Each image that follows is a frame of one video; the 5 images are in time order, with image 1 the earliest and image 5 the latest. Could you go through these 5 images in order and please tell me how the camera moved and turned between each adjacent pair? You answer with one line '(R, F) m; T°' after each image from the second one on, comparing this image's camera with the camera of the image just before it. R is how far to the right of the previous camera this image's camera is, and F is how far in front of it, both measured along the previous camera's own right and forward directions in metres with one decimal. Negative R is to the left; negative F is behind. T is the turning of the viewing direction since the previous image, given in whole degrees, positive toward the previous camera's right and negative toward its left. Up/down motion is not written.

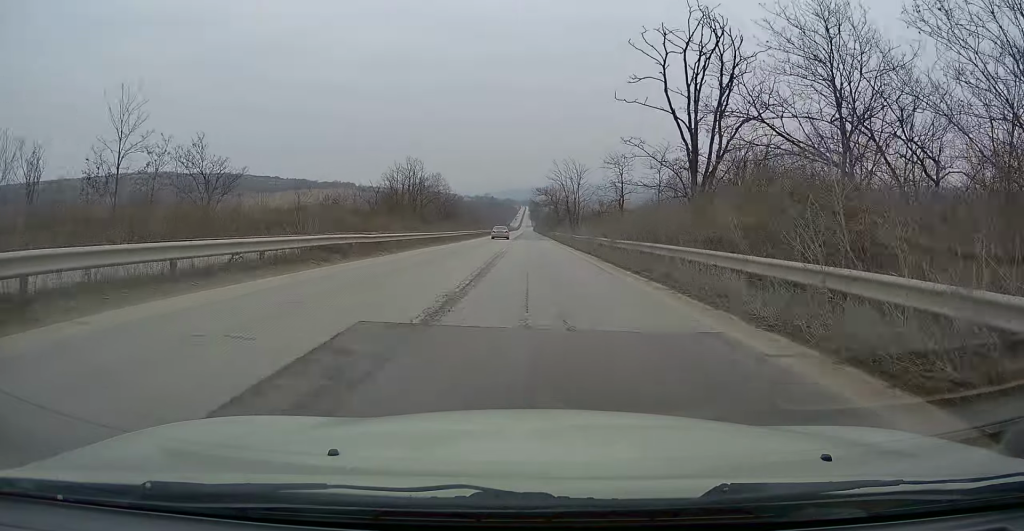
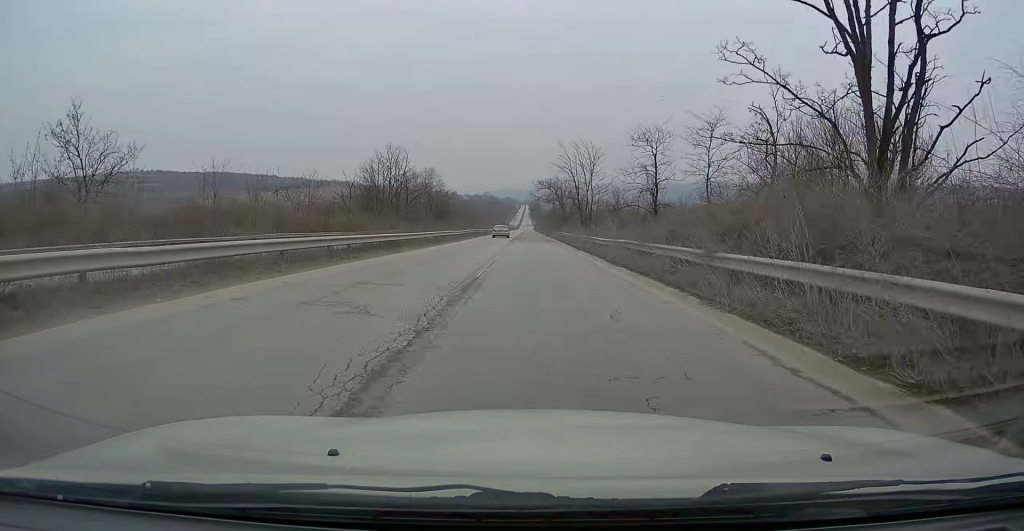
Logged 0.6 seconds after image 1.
(0.0, +14.0) m; 0°
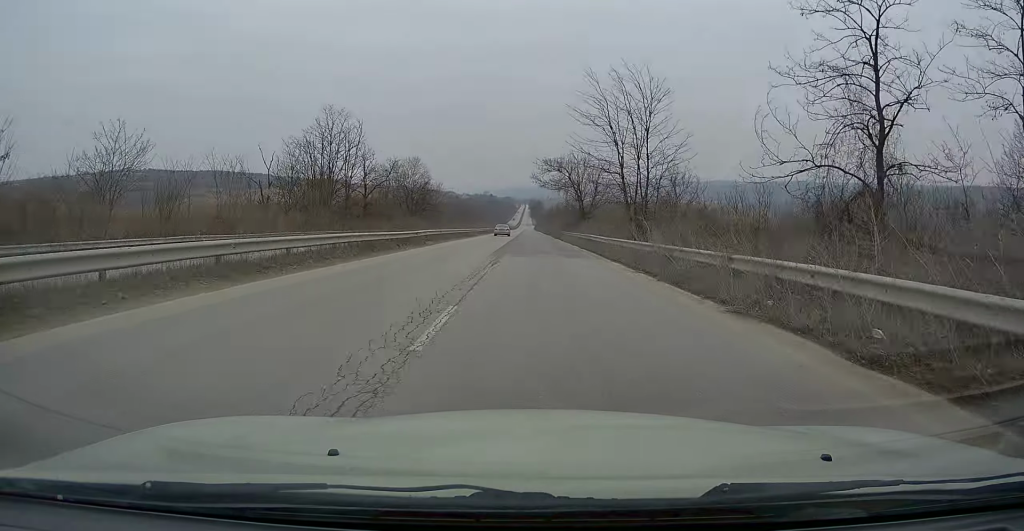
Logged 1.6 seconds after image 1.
(0.0, +26.4) m; 0°
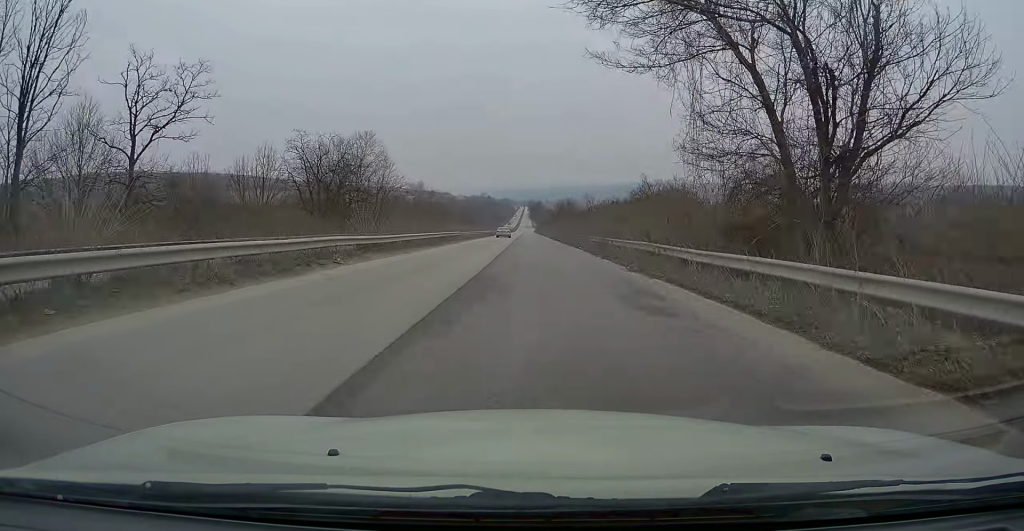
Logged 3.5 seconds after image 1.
(-0.1, +46.5) m; +1°
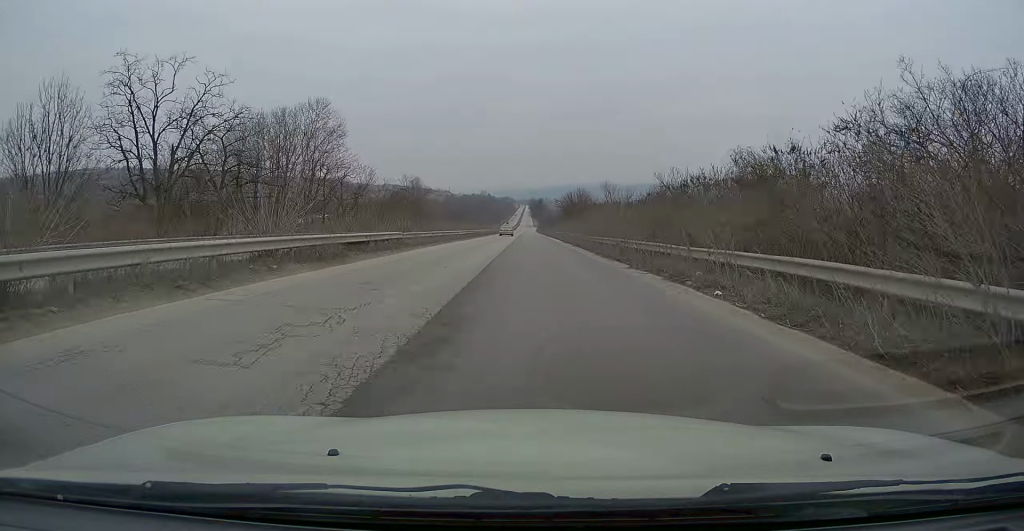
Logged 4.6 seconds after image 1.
(+0.2, +26.8) m; 0°
